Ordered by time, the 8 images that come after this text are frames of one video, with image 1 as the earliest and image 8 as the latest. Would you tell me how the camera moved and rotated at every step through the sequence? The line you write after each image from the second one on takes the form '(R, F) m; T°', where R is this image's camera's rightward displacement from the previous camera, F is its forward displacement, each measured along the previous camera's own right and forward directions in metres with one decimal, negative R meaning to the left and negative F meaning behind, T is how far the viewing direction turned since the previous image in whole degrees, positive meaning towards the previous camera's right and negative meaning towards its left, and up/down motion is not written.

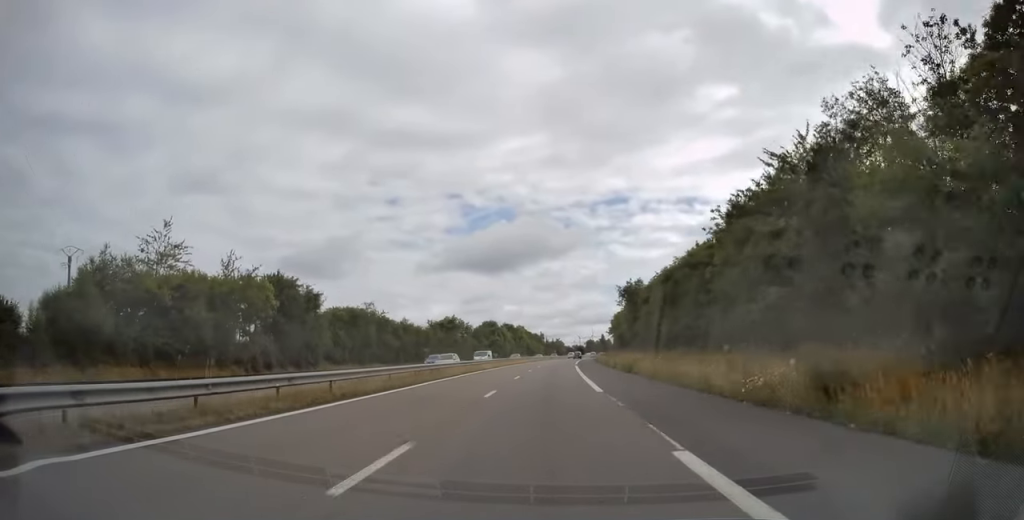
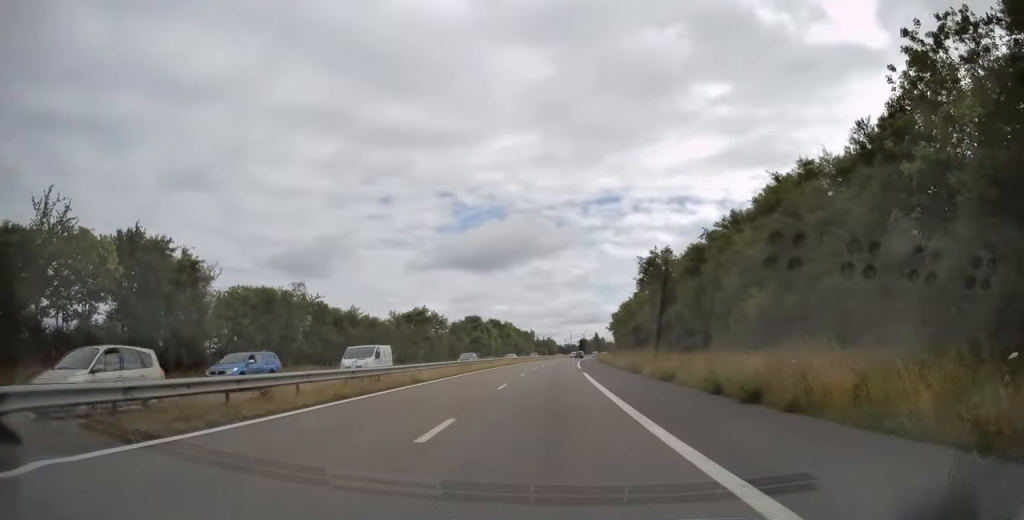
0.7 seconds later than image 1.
(+0.2, +22.7) m; +1°
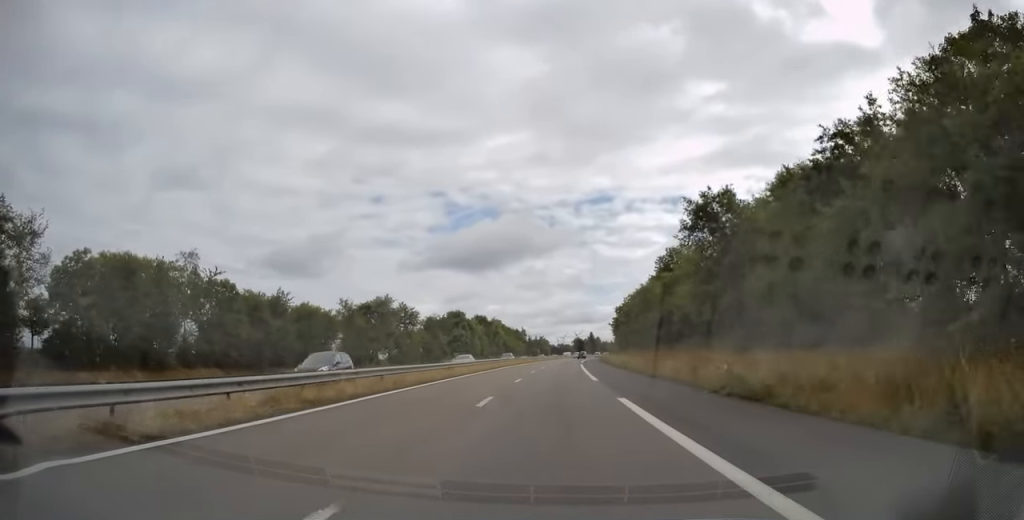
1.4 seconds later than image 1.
(0.0, +20.1) m; 0°
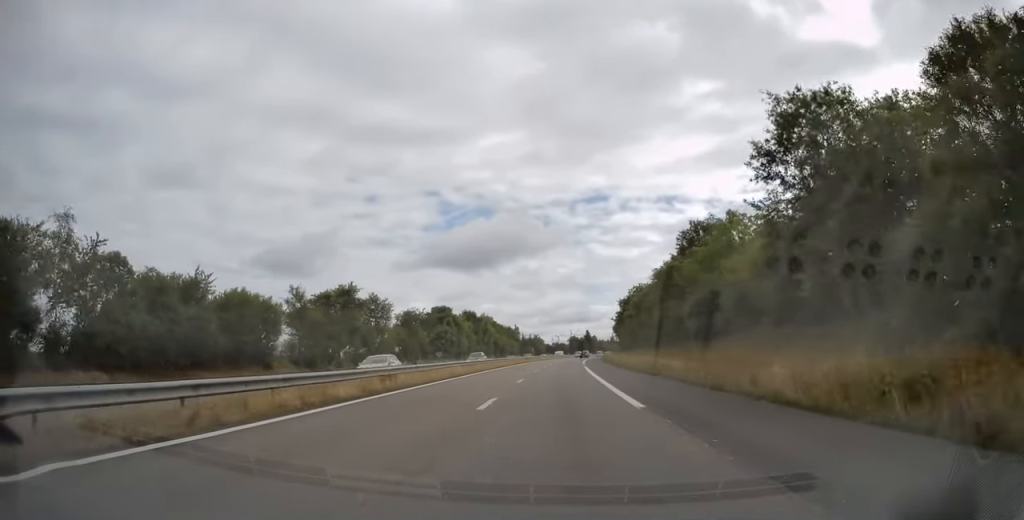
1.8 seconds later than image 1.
(+0.1, +14.0) m; +1°
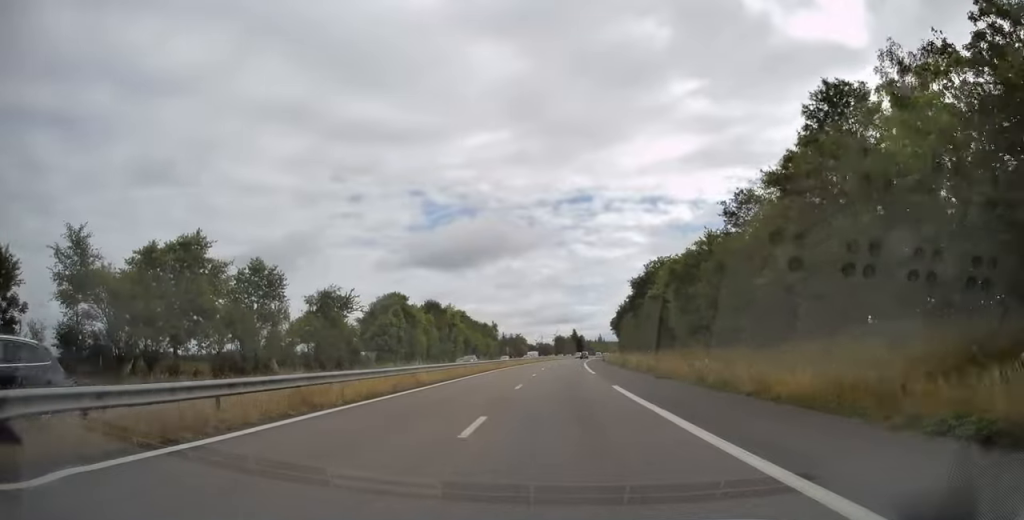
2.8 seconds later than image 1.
(+0.3, +31.0) m; +2°
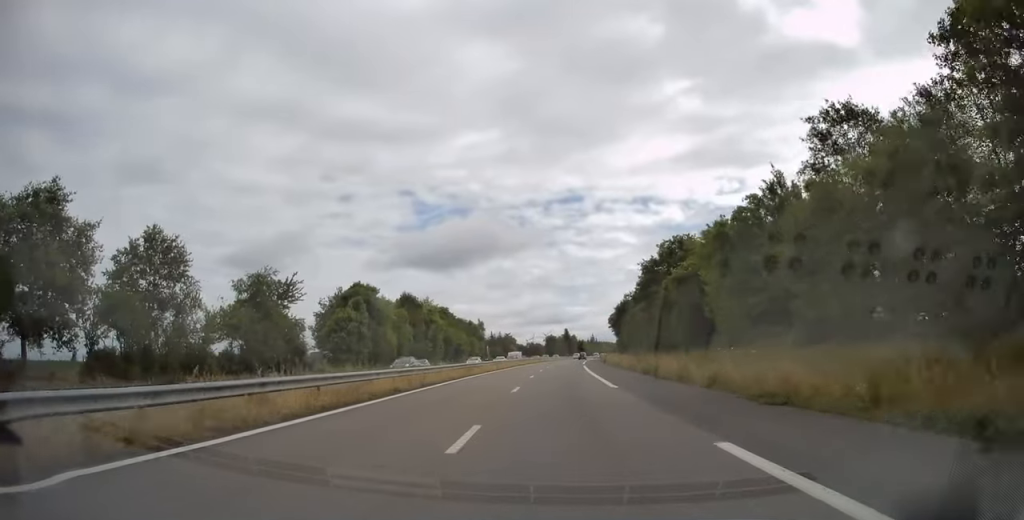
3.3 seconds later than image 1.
(0.0, +14.5) m; +1°
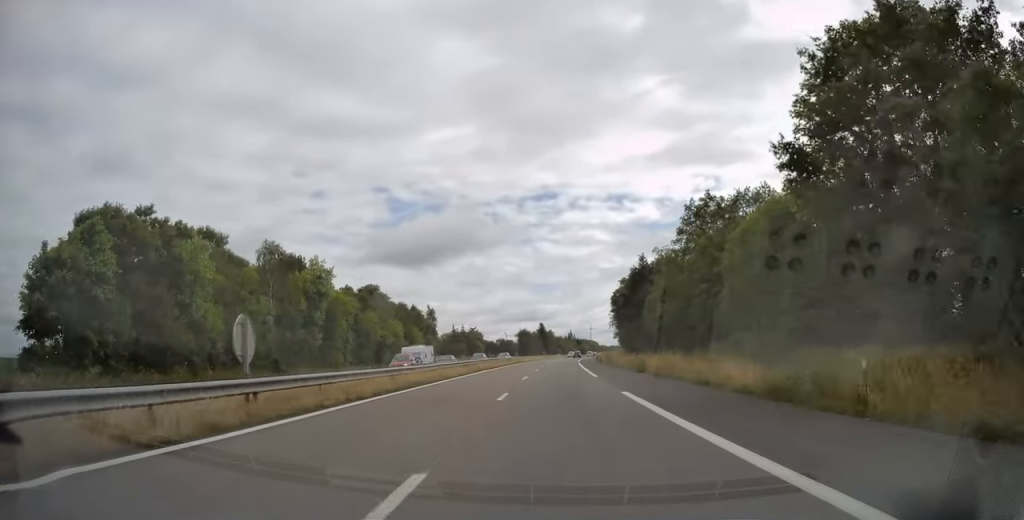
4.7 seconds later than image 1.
(+1.1, +43.4) m; +2°
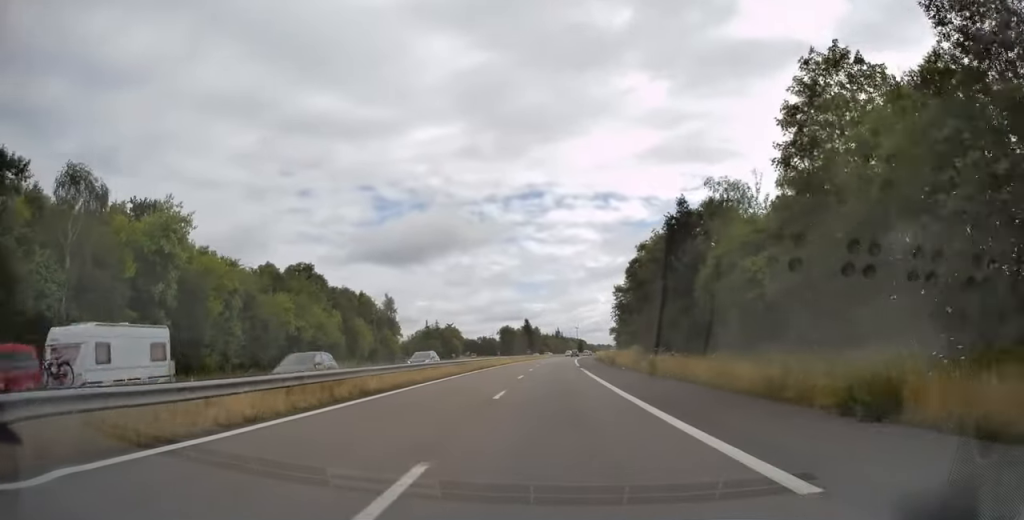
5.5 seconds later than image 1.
(-0.1, +25.9) m; +1°
